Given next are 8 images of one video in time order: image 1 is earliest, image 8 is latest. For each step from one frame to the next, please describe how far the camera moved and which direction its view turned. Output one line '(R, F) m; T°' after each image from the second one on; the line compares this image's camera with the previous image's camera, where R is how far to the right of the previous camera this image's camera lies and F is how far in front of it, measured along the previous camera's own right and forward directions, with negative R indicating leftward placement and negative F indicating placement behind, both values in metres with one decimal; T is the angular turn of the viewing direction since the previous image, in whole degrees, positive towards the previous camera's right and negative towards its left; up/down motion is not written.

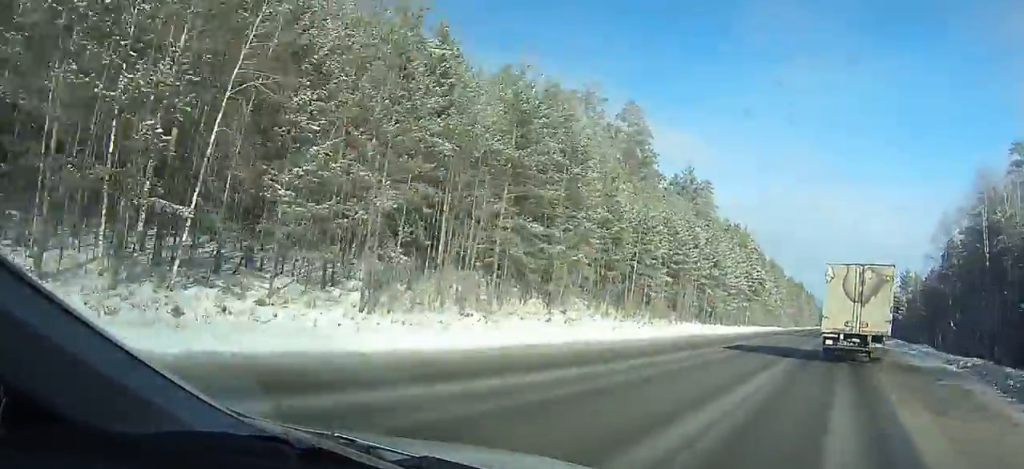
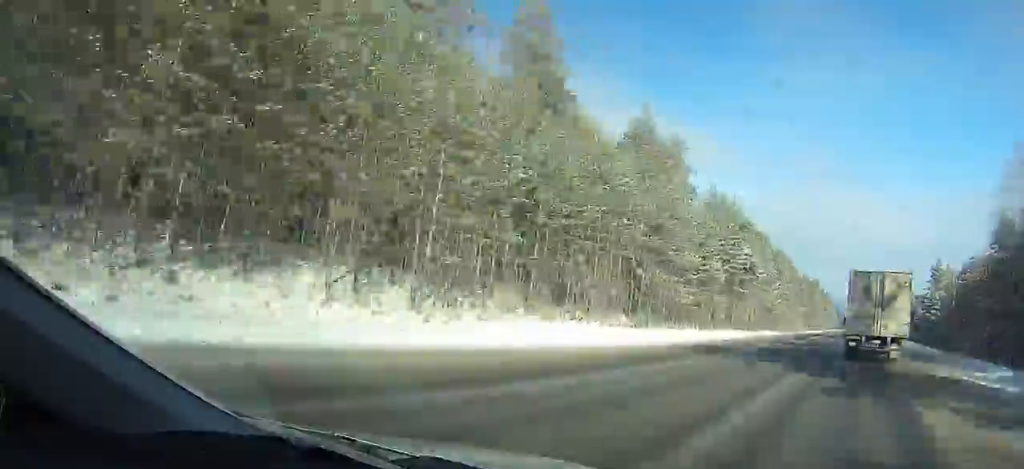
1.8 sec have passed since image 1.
(0.0, +30.3) m; 0°
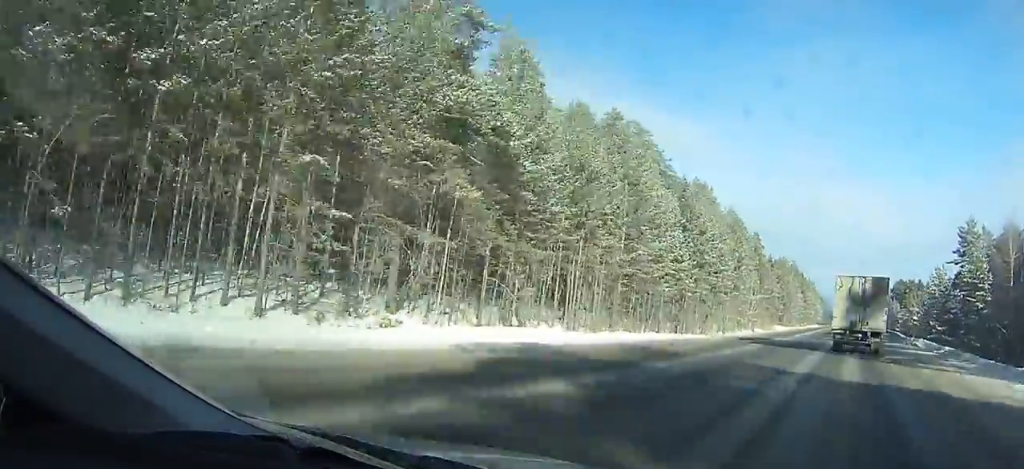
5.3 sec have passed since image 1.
(0.0, +59.6) m; 0°
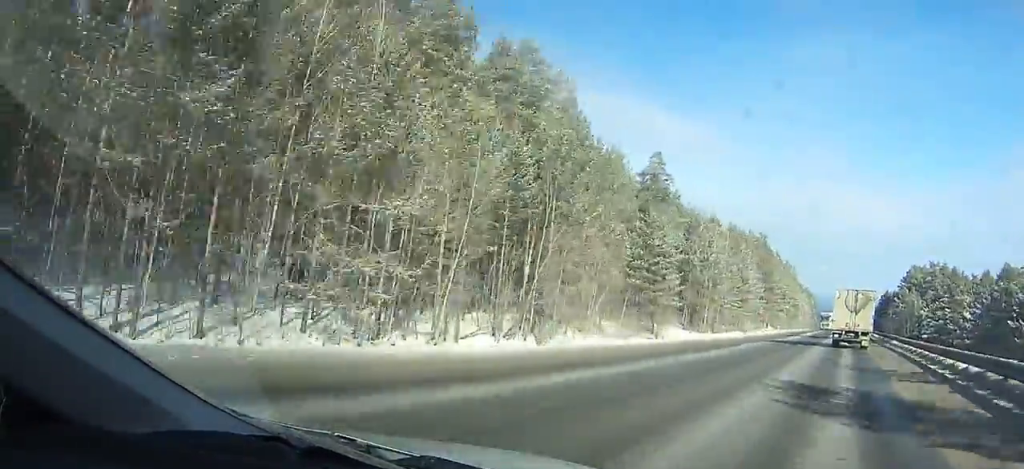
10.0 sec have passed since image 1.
(+0.4, +84.1) m; 0°
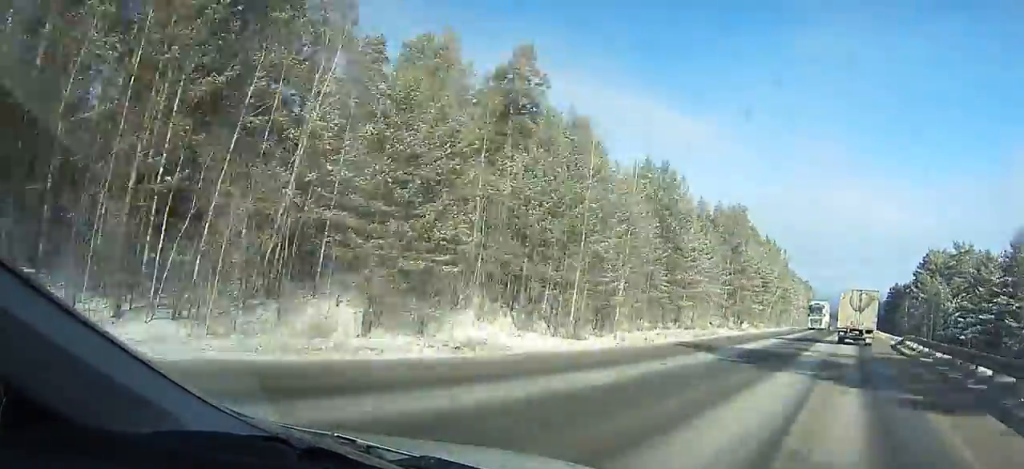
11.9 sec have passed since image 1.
(-0.2, +36.3) m; 0°
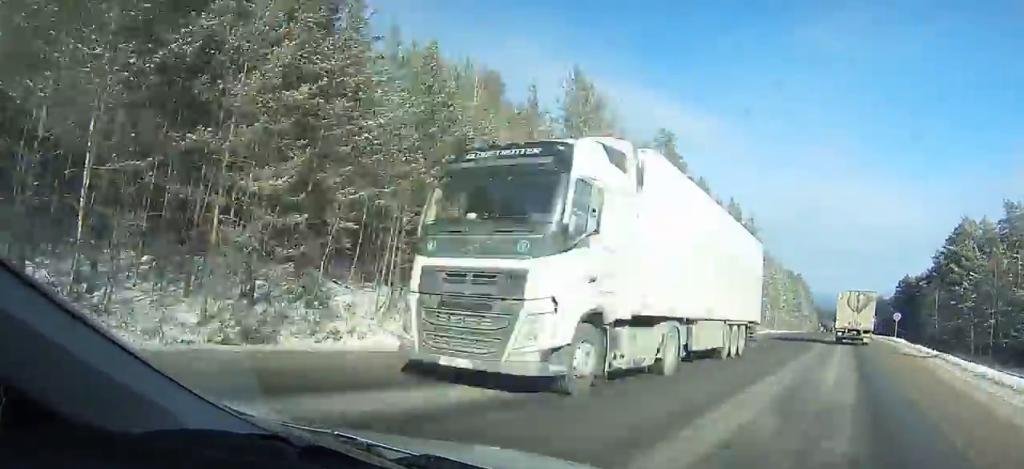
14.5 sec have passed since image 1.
(-0.2, +51.1) m; 0°
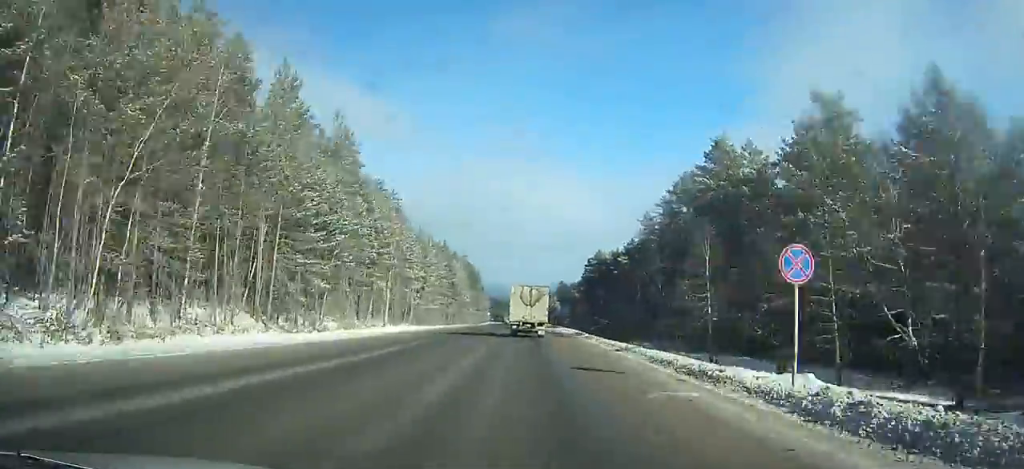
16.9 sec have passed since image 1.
(-0.1, +48.6) m; 0°
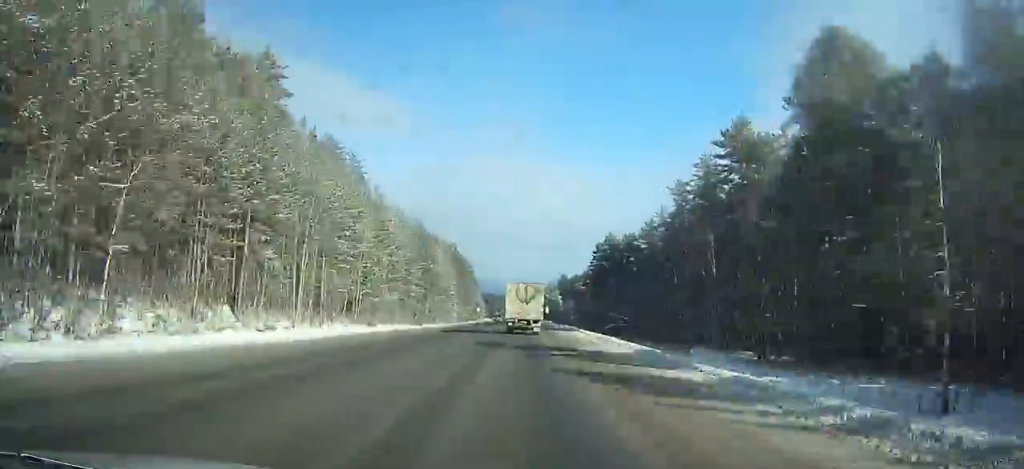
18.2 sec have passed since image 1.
(0.0, +26.8) m; 0°
